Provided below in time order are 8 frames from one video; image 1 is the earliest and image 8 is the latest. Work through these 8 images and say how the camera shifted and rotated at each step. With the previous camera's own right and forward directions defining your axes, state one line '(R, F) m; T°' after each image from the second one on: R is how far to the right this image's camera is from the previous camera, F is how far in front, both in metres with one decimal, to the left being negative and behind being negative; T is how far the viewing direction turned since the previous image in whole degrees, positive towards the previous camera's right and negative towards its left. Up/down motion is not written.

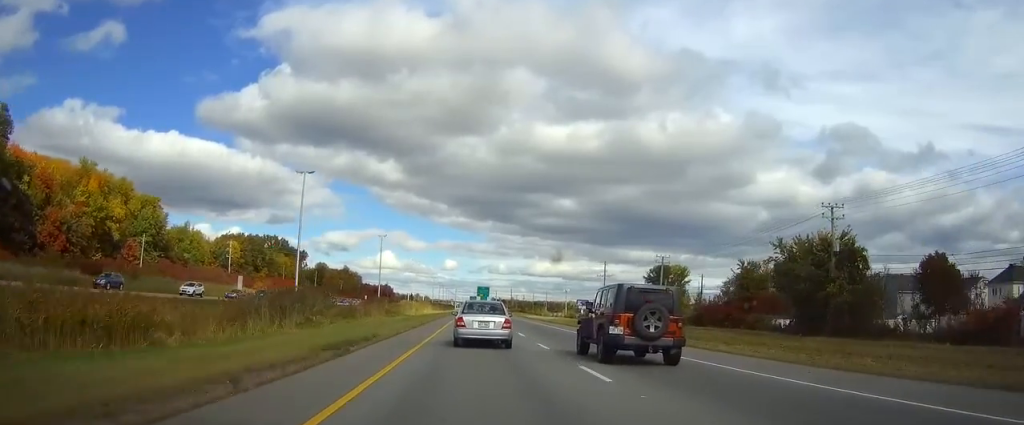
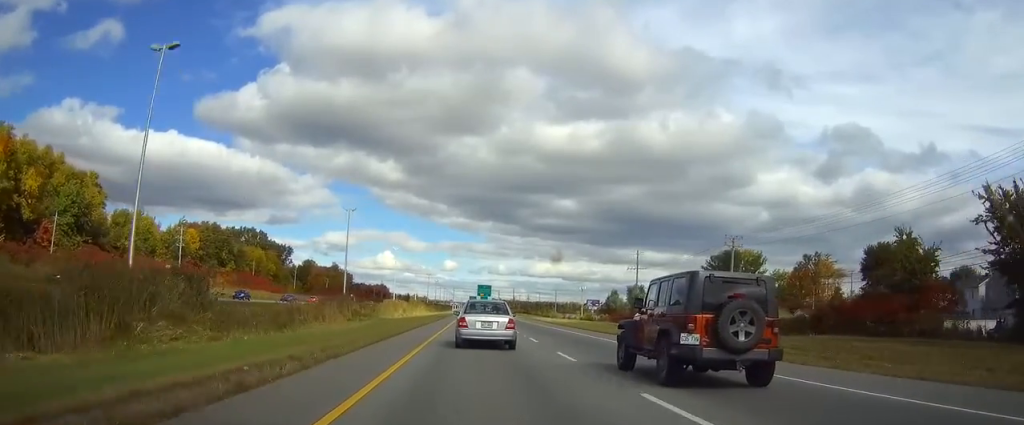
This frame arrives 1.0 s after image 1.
(-0.1, +31.8) m; 0°
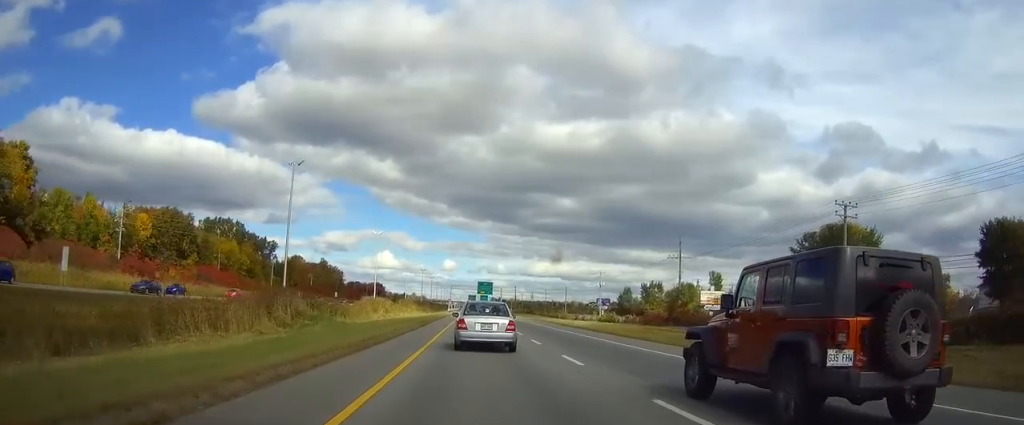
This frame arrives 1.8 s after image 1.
(+0.2, +27.4) m; 0°
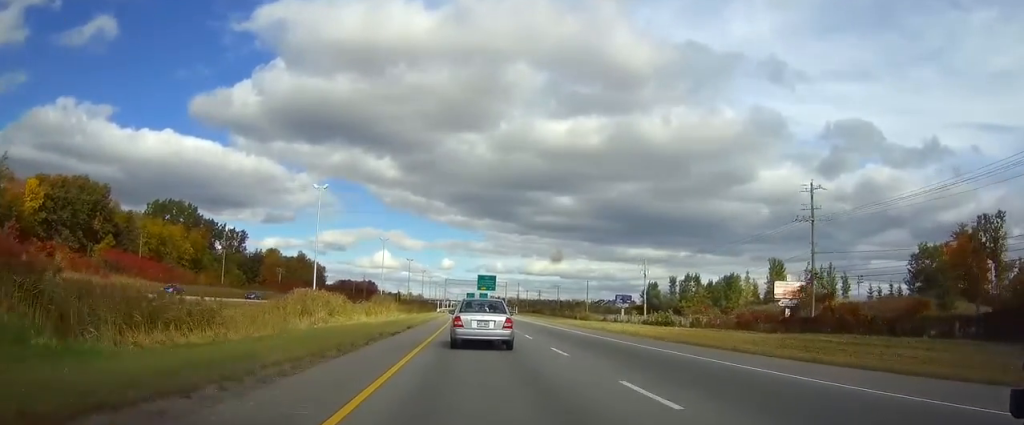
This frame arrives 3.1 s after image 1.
(+0.1, +42.7) m; 0°
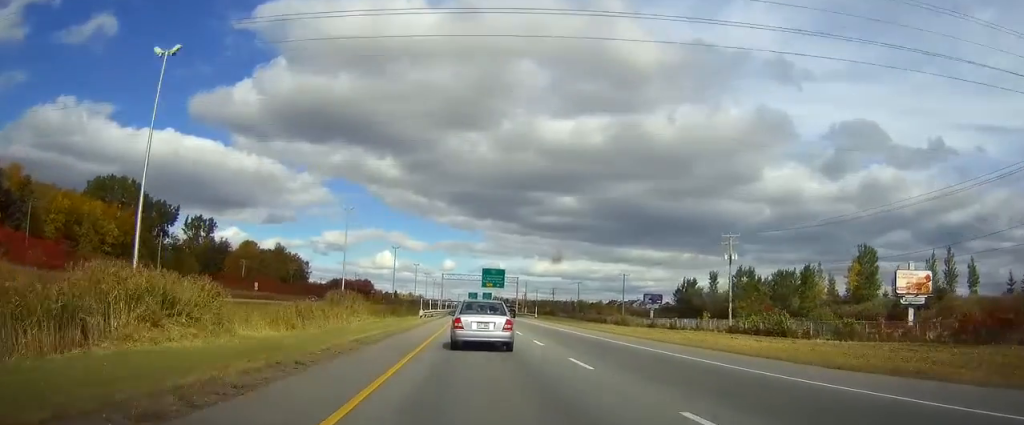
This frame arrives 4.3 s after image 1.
(0.0, +39.4) m; 0°
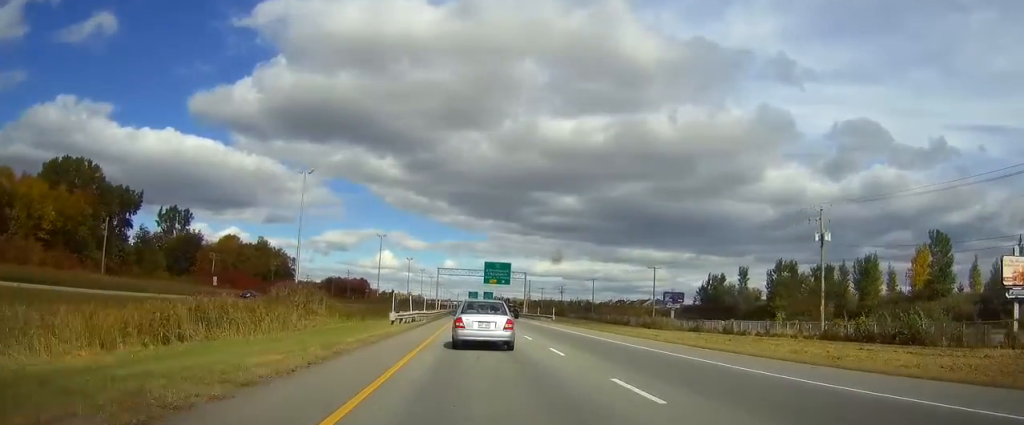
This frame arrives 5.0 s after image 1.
(0.0, +22.9) m; 0°
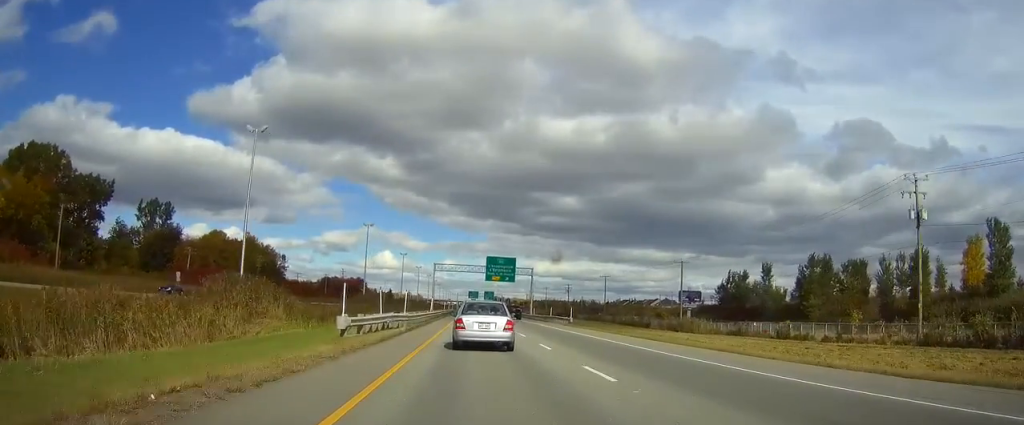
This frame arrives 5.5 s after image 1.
(0.0, +15.3) m; 0°
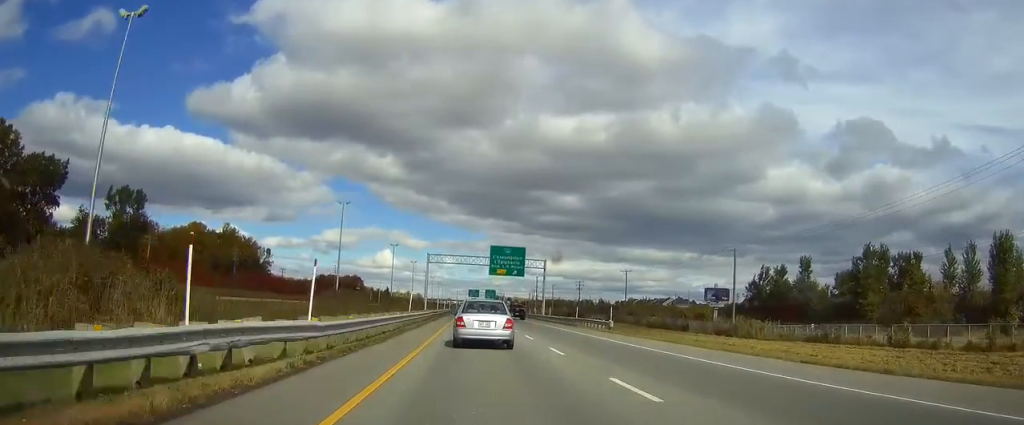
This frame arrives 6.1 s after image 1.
(0.0, +20.7) m; 0°
